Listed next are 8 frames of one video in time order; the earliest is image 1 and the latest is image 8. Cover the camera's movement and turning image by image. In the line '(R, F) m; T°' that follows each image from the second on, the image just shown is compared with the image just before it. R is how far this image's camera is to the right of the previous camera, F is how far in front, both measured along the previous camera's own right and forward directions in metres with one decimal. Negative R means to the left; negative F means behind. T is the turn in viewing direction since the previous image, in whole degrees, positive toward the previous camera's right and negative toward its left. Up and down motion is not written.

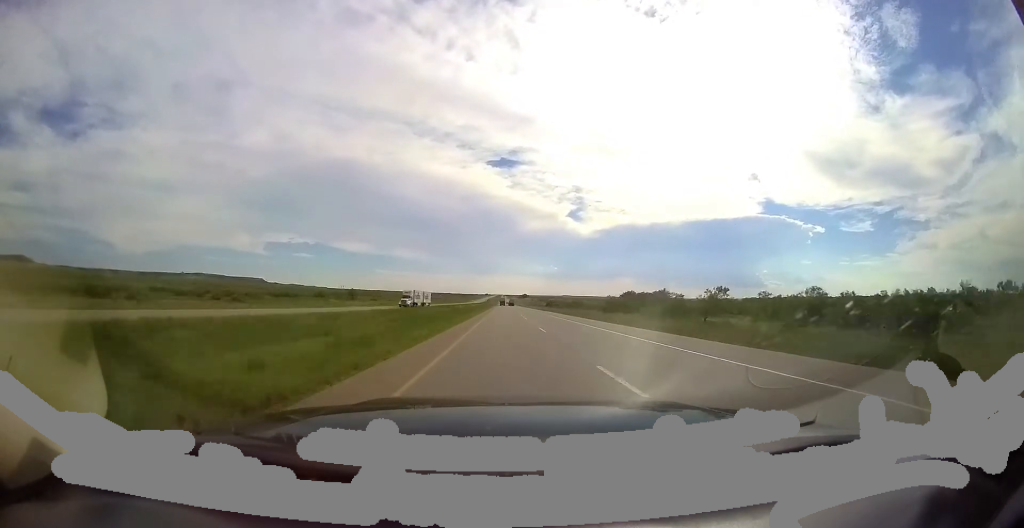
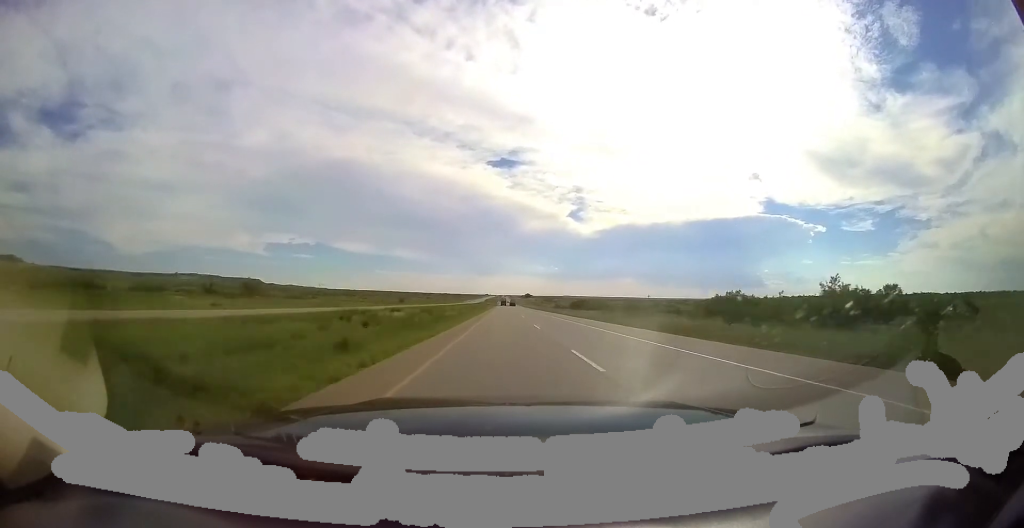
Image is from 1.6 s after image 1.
(+0.4, +58.4) m; 0°
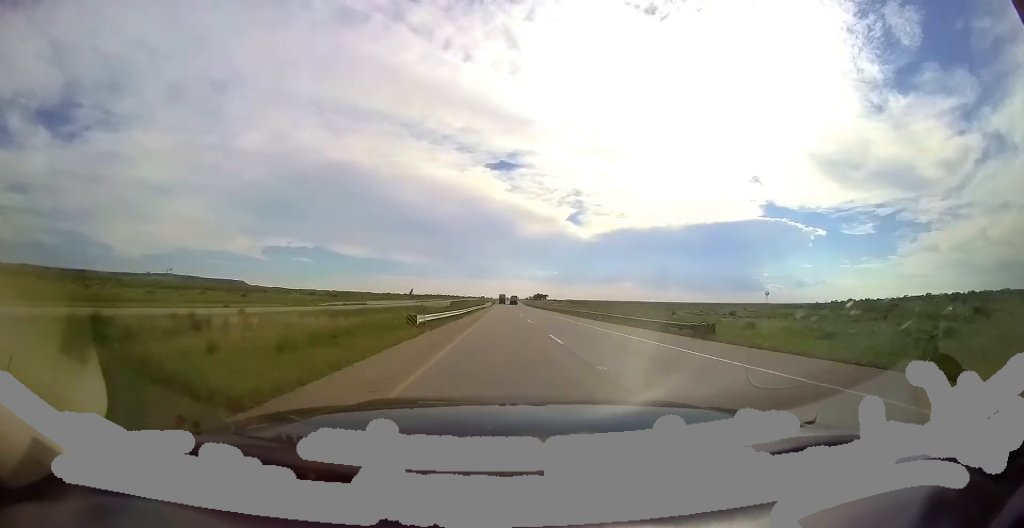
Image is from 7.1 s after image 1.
(-1.4, +201.3) m; -1°
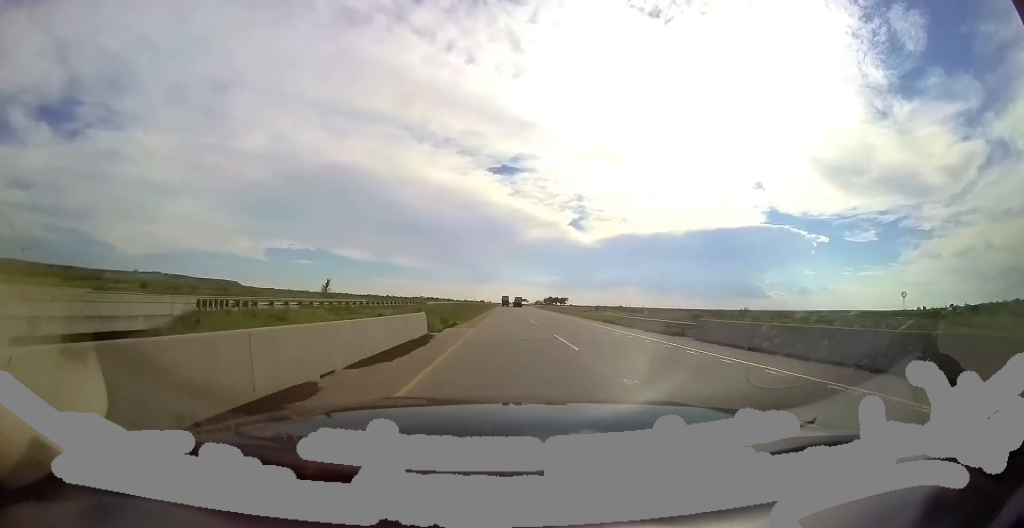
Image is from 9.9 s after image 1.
(-0.2, +99.1) m; +1°
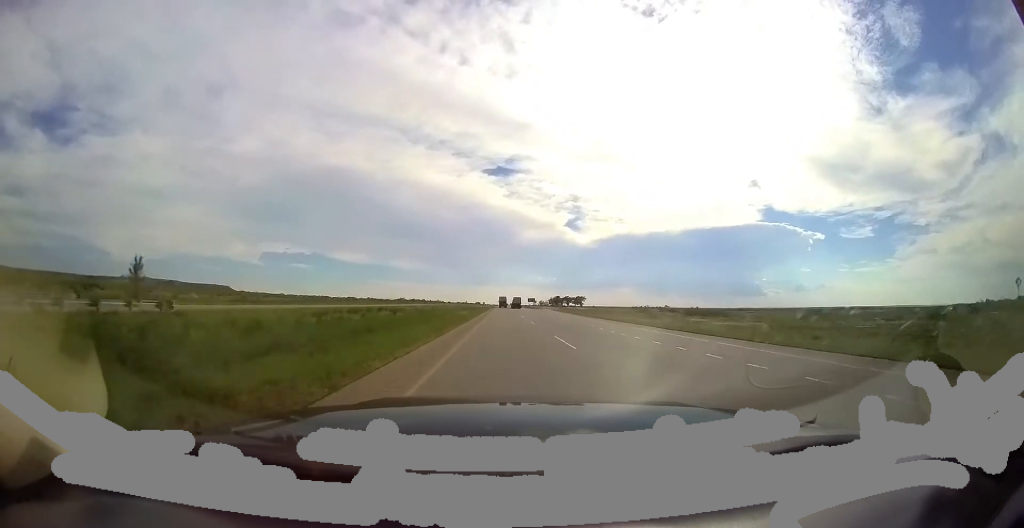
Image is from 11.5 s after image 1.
(+1.0, +60.4) m; +1°
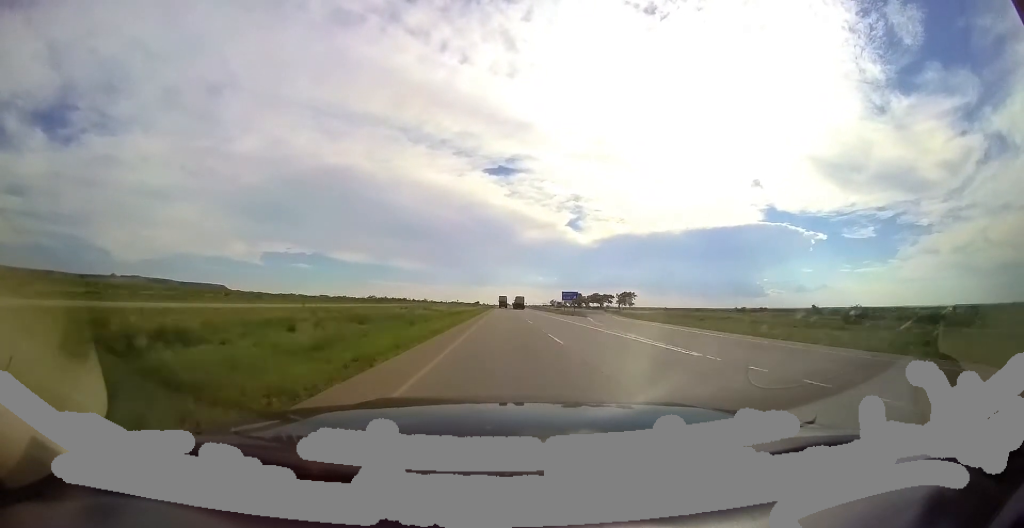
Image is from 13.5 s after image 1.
(-0.4, +72.0) m; 0°
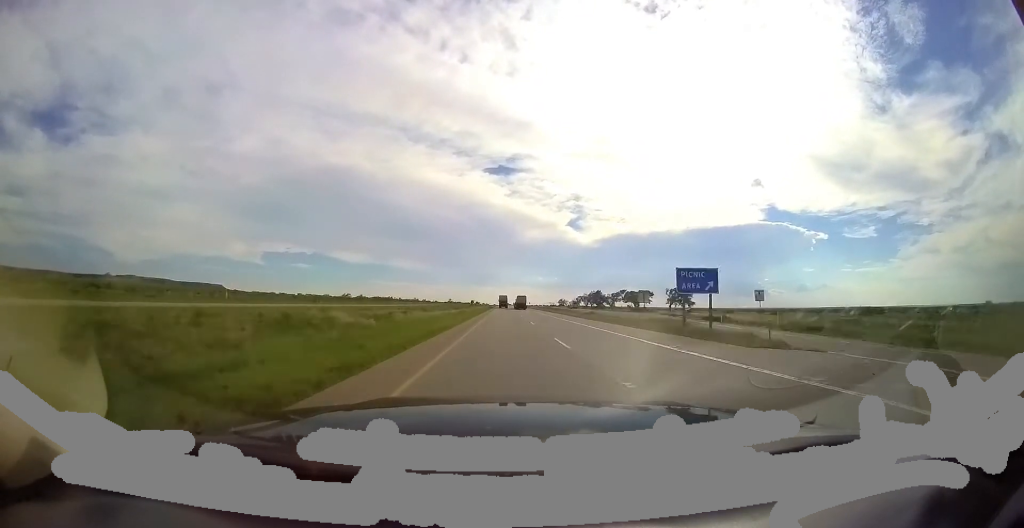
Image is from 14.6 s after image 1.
(+0.1, +38.1) m; 0°
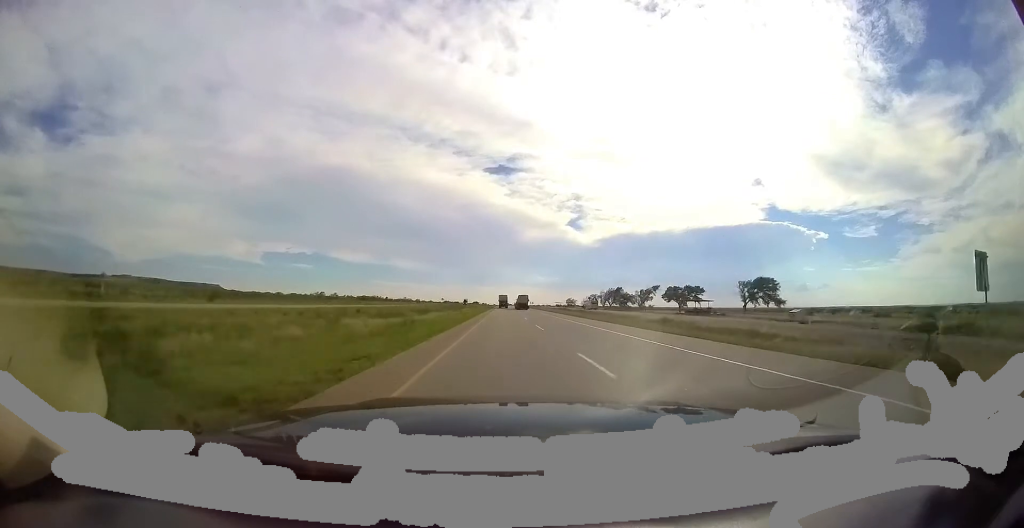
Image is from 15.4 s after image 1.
(0.0, +28.5) m; 0°
